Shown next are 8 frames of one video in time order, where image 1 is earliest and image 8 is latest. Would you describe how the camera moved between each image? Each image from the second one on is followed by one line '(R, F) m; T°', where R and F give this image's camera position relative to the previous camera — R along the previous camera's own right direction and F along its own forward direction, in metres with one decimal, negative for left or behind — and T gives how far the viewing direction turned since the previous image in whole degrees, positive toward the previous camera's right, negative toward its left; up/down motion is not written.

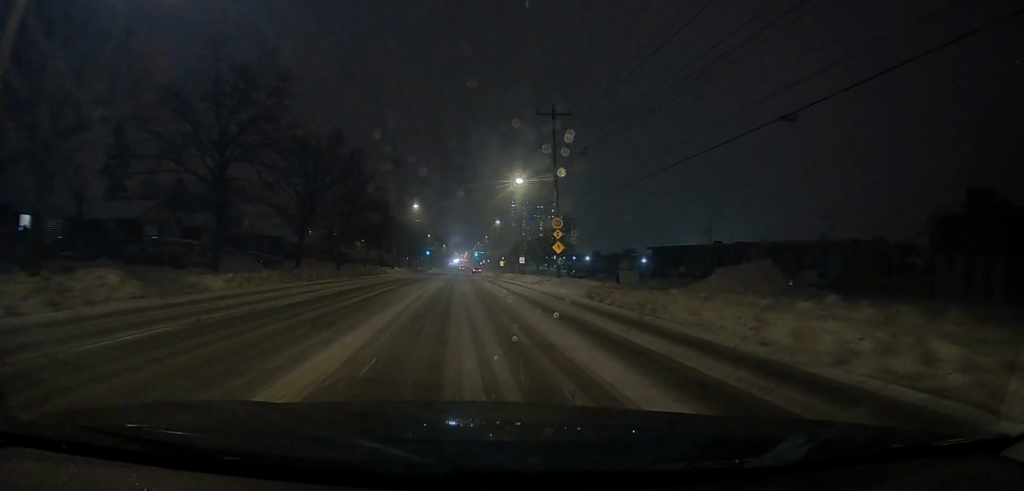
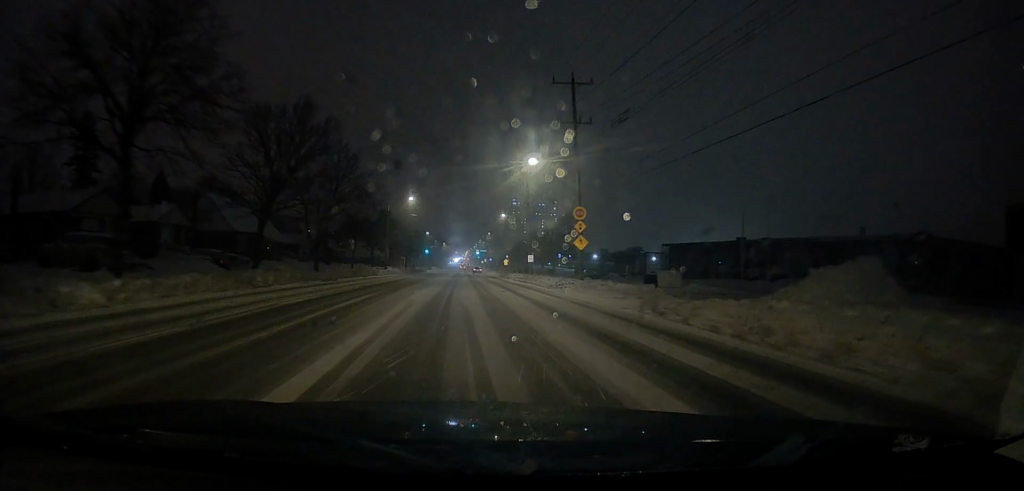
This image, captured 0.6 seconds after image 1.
(0.0, +8.1) m; 0°
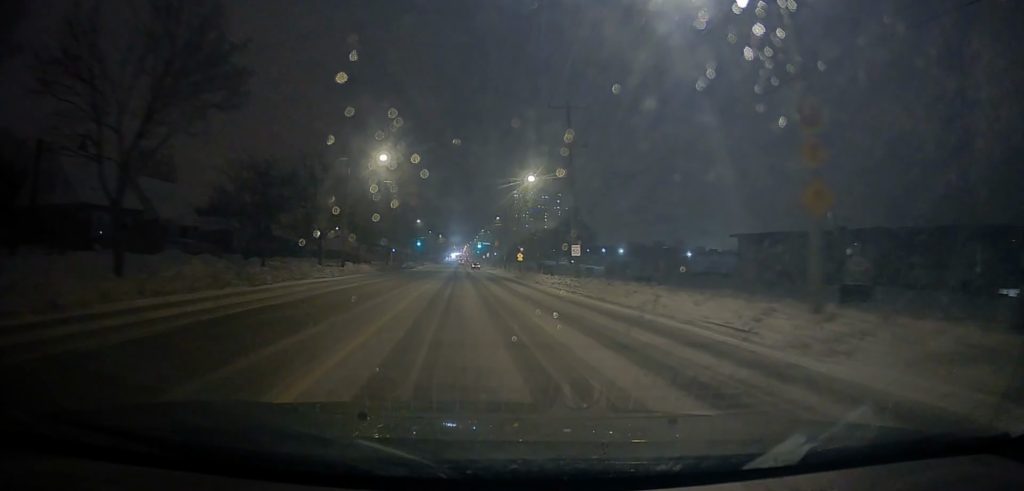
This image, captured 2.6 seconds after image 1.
(+0.1, +26.8) m; +1°
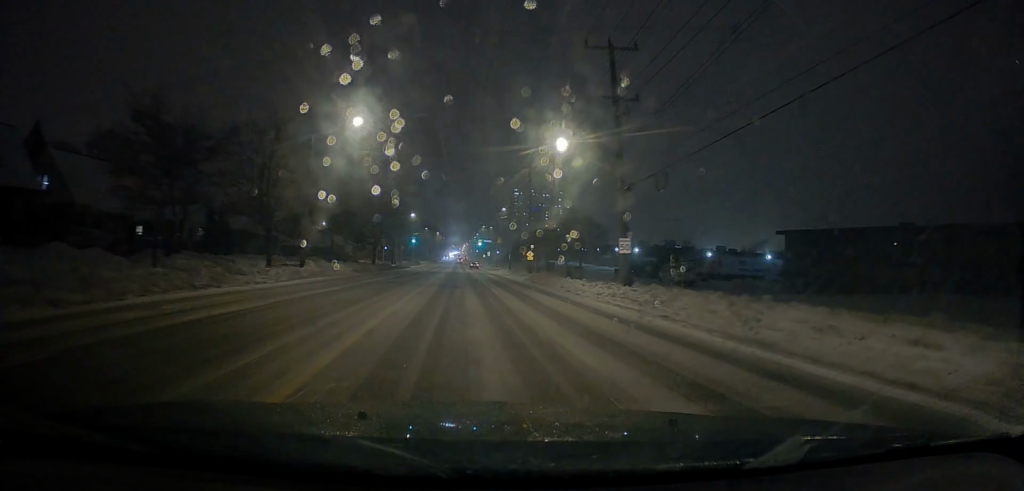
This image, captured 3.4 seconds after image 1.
(-0.2, +13.0) m; 0°
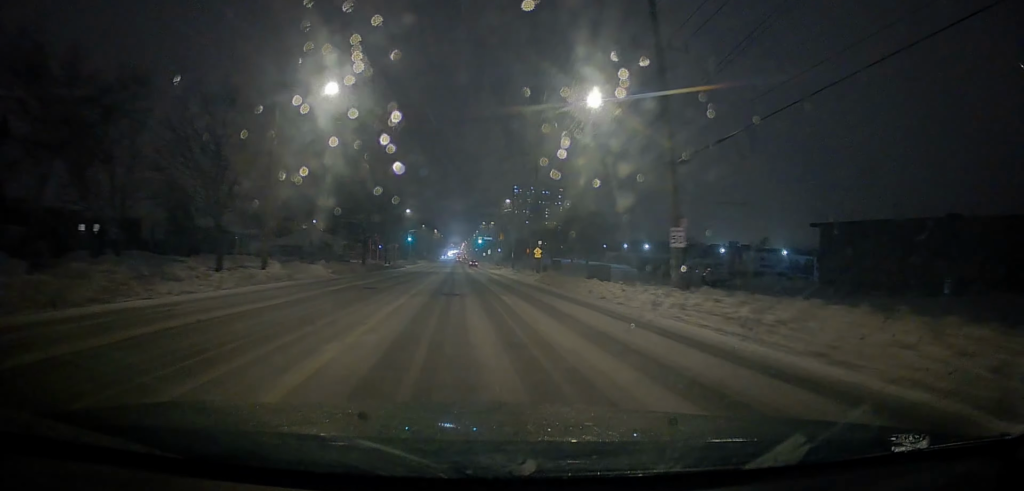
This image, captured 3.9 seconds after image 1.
(+0.2, +7.9) m; +1°
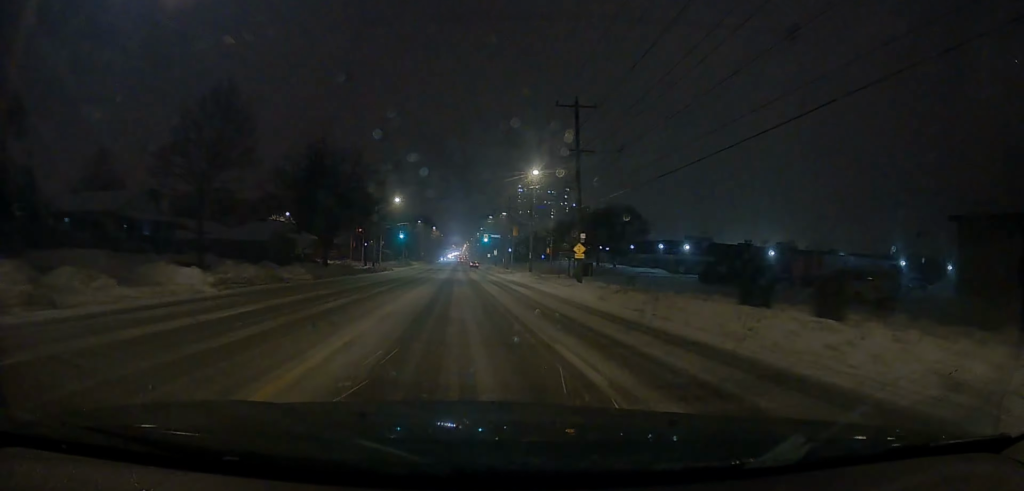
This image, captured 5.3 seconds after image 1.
(+0.2, +19.6) m; 0°
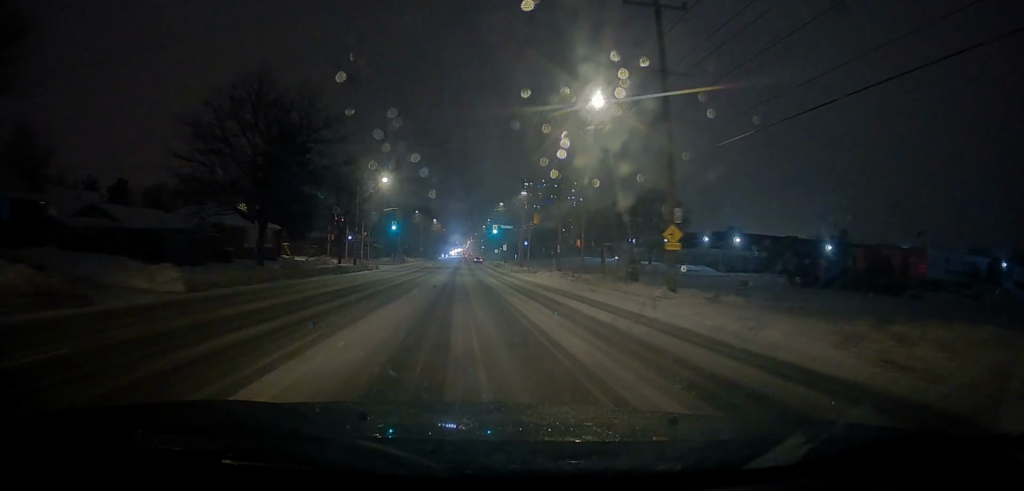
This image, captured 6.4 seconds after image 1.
(-0.2, +15.5) m; -2°
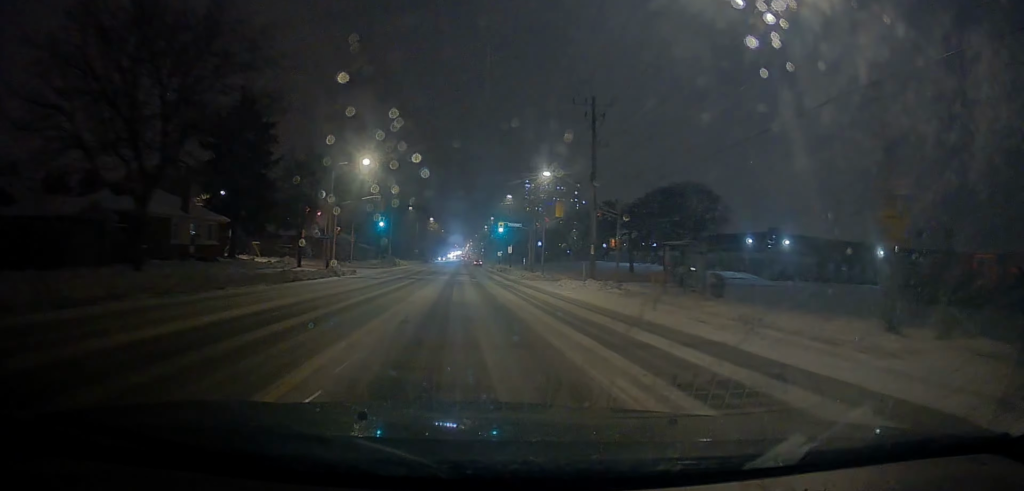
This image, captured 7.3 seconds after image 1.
(-0.3, +12.5) m; 0°
